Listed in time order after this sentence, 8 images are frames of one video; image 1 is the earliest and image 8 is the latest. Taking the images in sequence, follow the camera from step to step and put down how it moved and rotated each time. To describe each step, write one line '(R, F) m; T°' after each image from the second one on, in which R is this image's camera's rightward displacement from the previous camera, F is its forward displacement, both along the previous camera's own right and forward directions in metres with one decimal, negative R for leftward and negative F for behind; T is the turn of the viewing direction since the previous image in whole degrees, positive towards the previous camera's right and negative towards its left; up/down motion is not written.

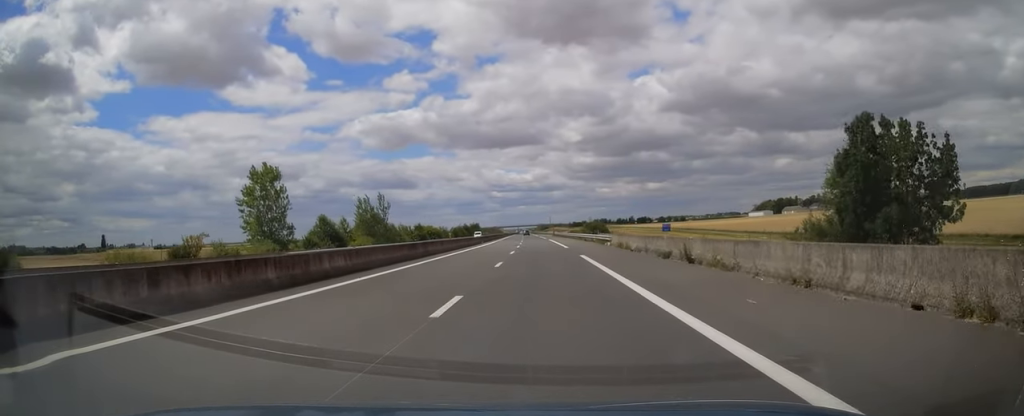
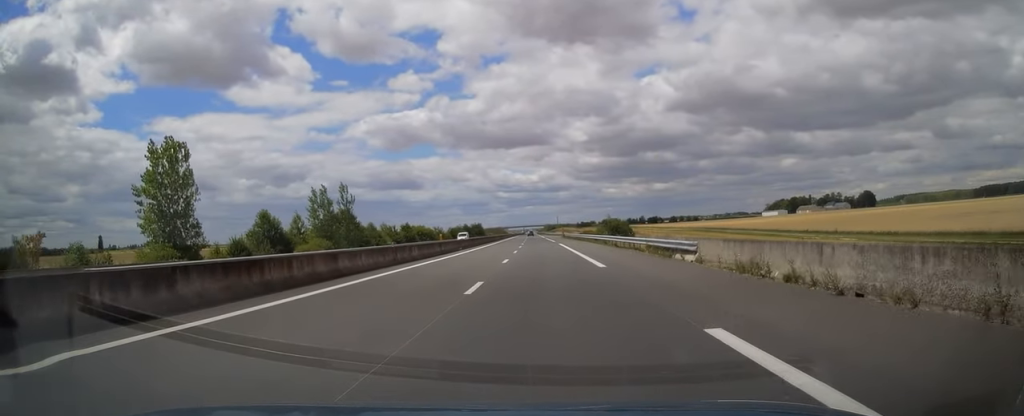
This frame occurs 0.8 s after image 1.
(-0.2, +22.5) m; -1°
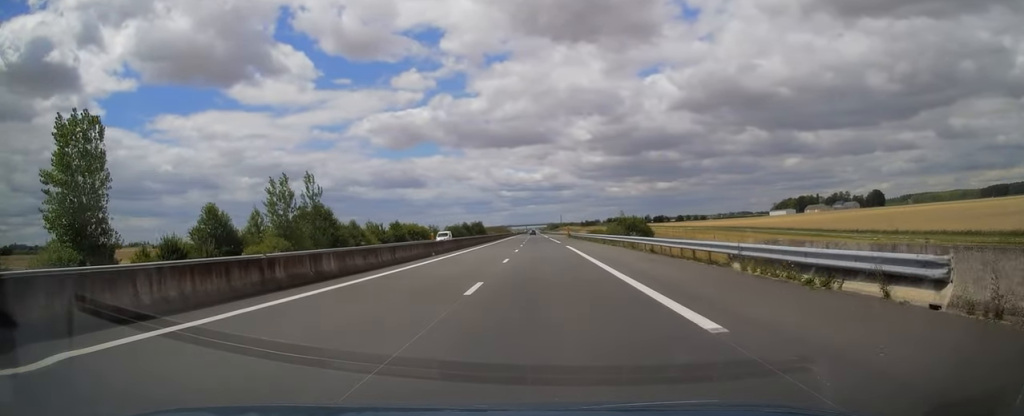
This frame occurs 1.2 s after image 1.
(-0.2, +13.2) m; 0°
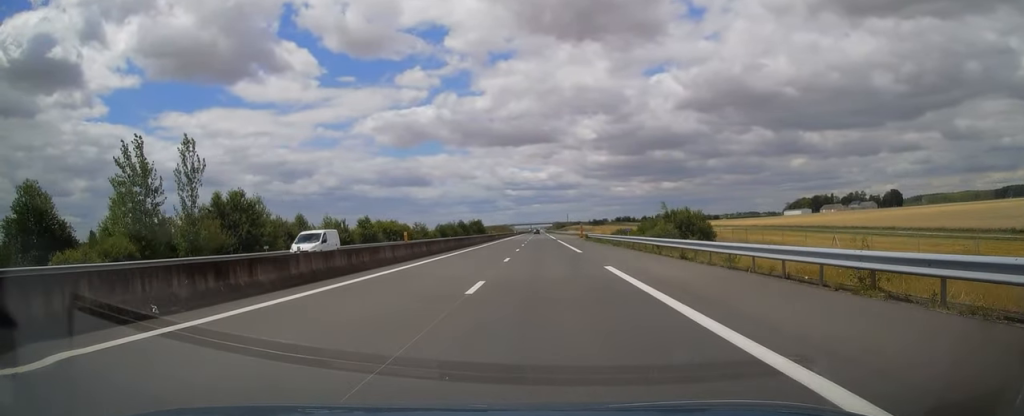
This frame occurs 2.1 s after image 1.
(-0.2, +25.9) m; 0°
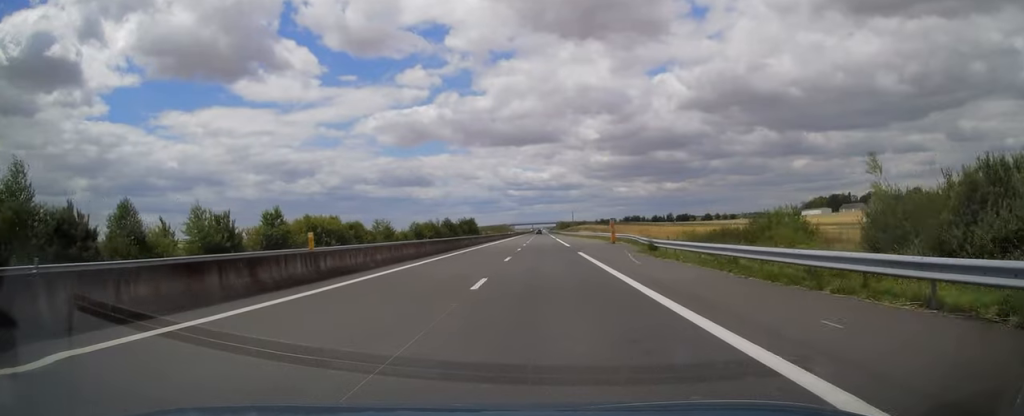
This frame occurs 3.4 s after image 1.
(+0.3, +37.6) m; 0°
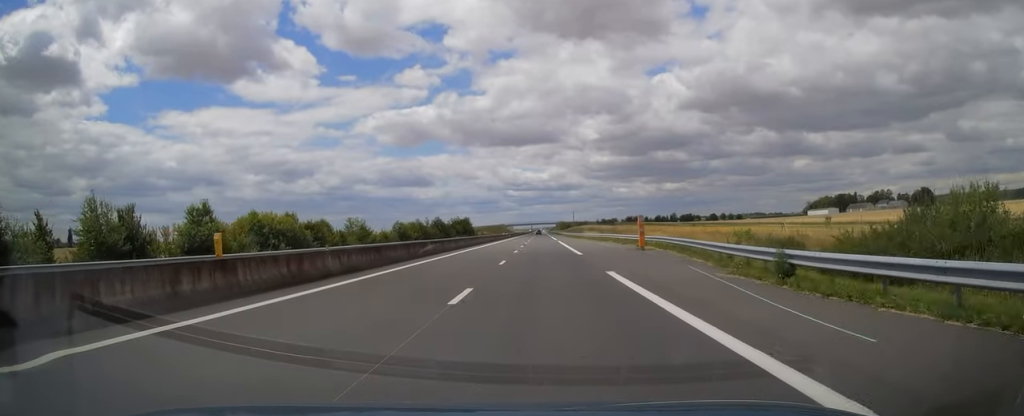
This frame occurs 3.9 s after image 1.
(0.0, +15.6) m; 0°
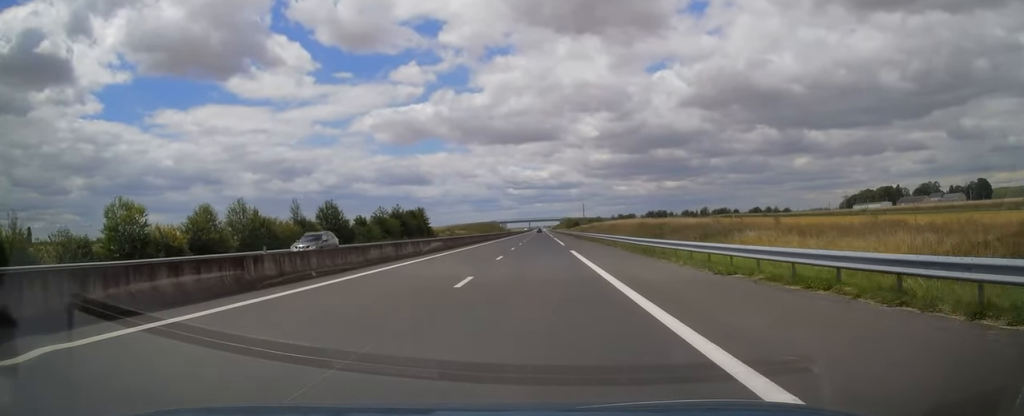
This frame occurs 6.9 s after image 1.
(-0.9, +87.3) m; -1°
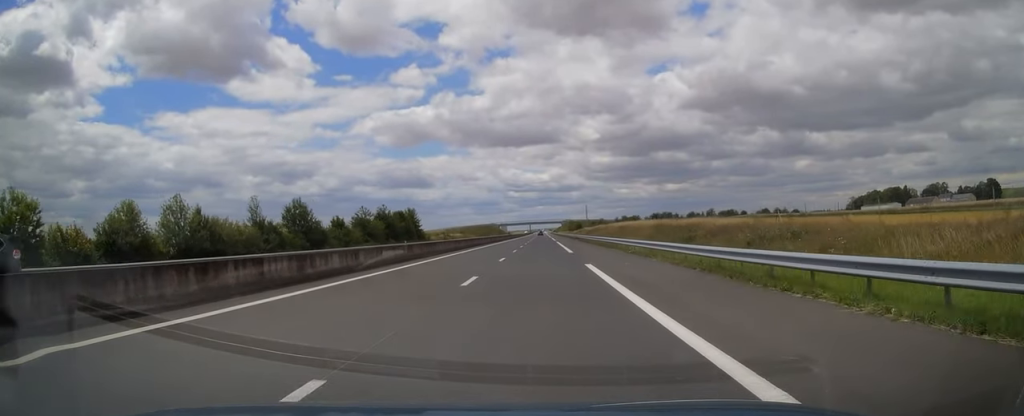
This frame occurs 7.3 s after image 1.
(0.0, +11.7) m; 0°
